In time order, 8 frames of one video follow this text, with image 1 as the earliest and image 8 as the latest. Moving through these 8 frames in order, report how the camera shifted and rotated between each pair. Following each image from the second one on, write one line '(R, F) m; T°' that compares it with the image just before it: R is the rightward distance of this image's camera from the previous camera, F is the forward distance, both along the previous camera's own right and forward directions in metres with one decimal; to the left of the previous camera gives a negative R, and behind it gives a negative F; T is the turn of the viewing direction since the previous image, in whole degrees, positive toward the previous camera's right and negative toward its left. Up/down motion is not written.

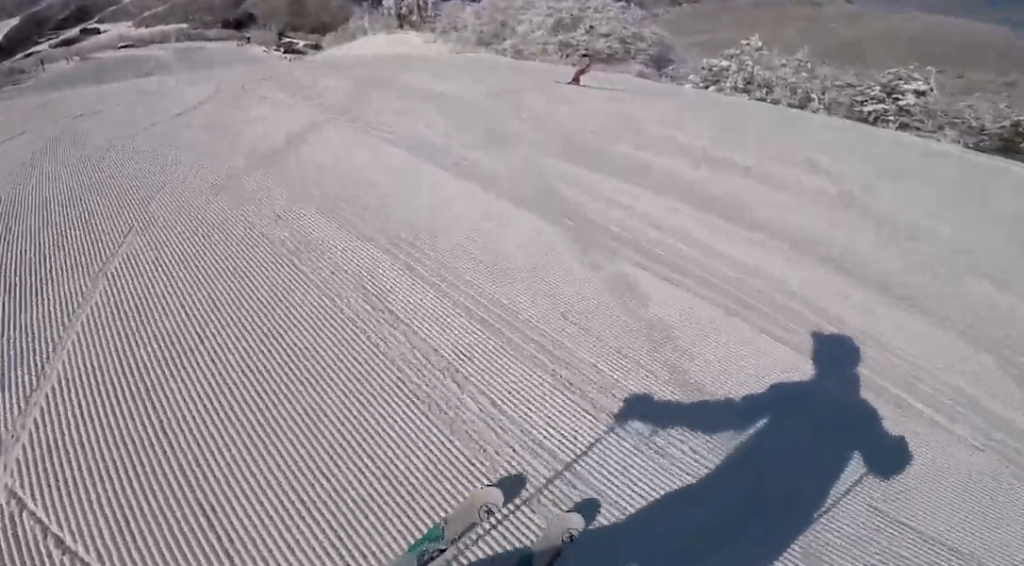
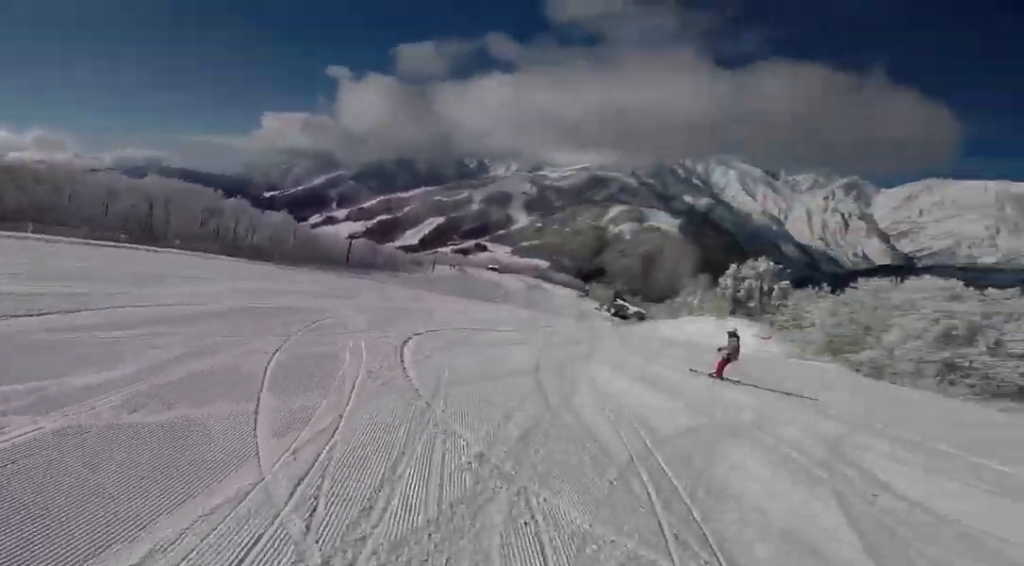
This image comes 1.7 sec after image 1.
(-2.0, +4.3) m; -57°
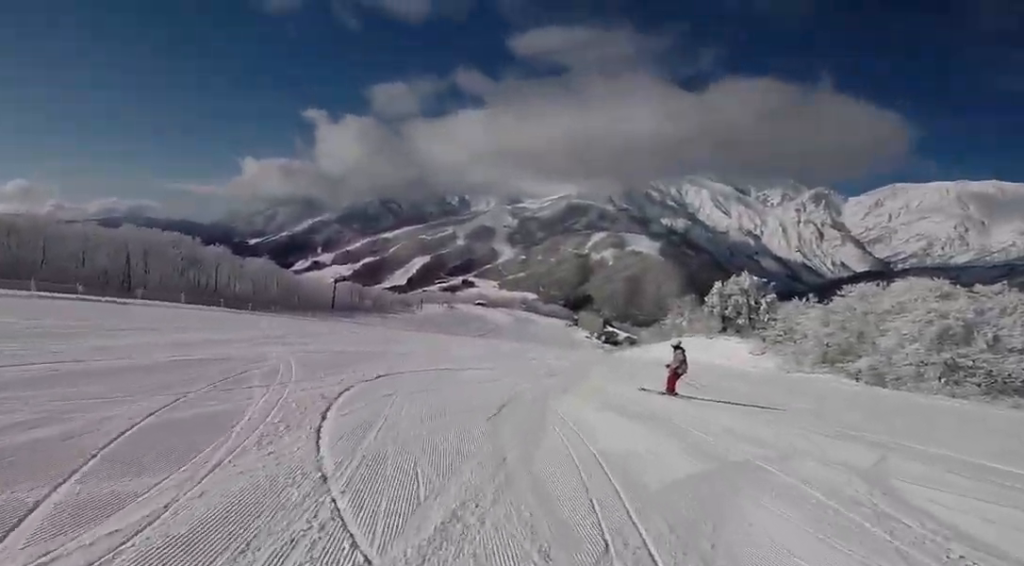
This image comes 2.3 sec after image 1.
(-0.4, +1.6) m; -11°
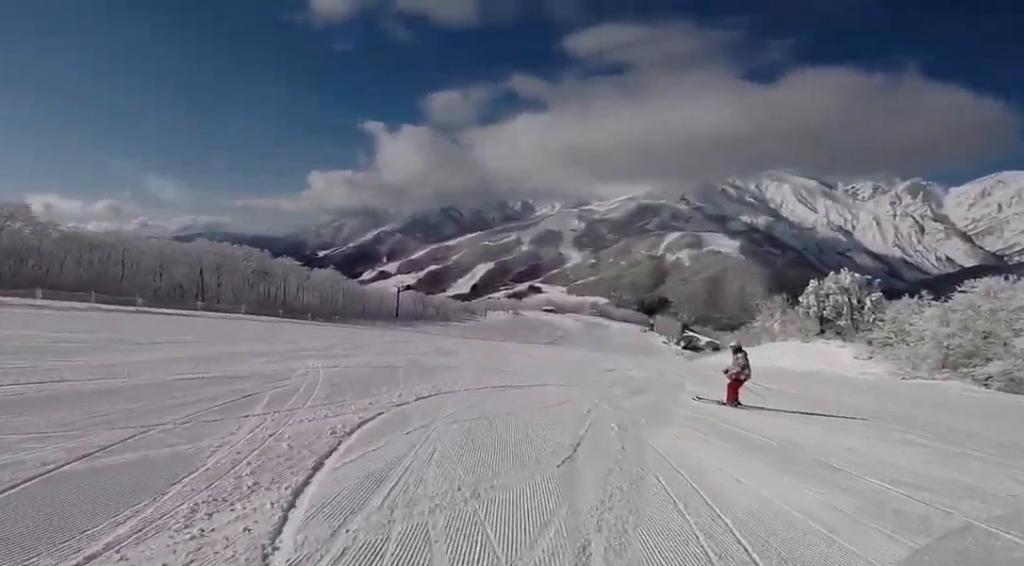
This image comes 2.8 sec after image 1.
(-0.2, +1.7) m; -11°
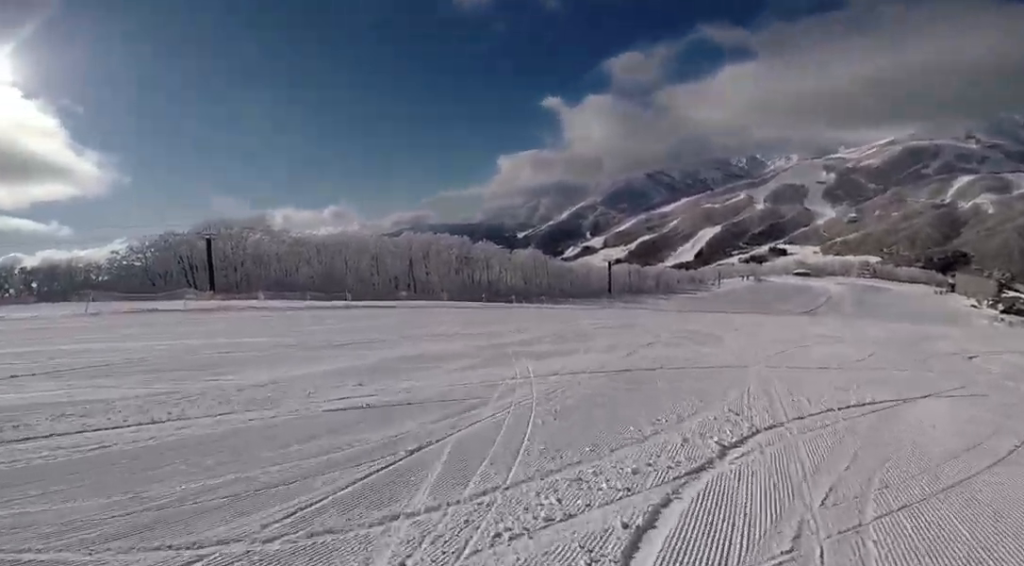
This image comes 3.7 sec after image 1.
(0.0, +3.0) m; -18°
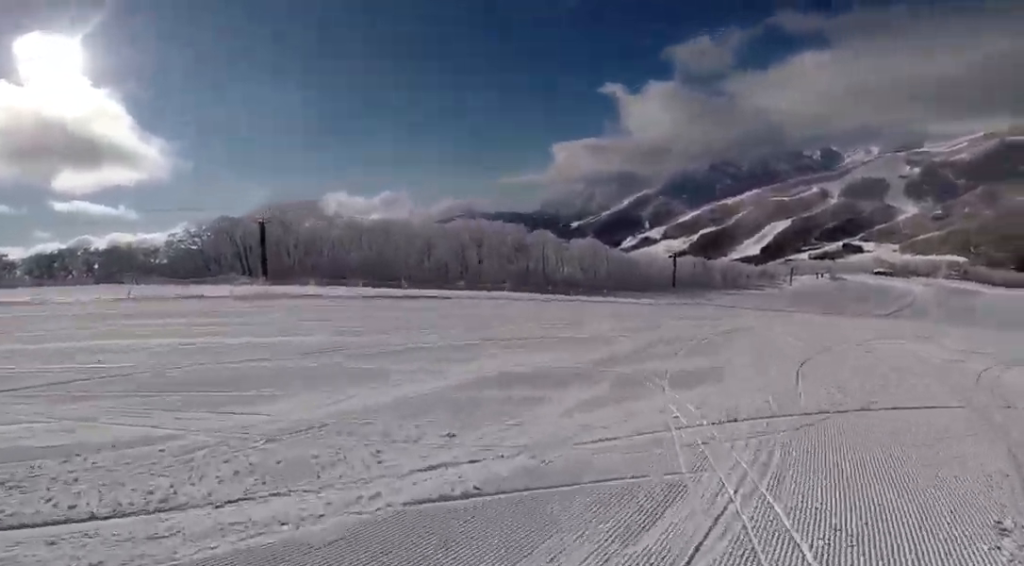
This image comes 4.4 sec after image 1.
(-0.8, +2.7) m; +2°
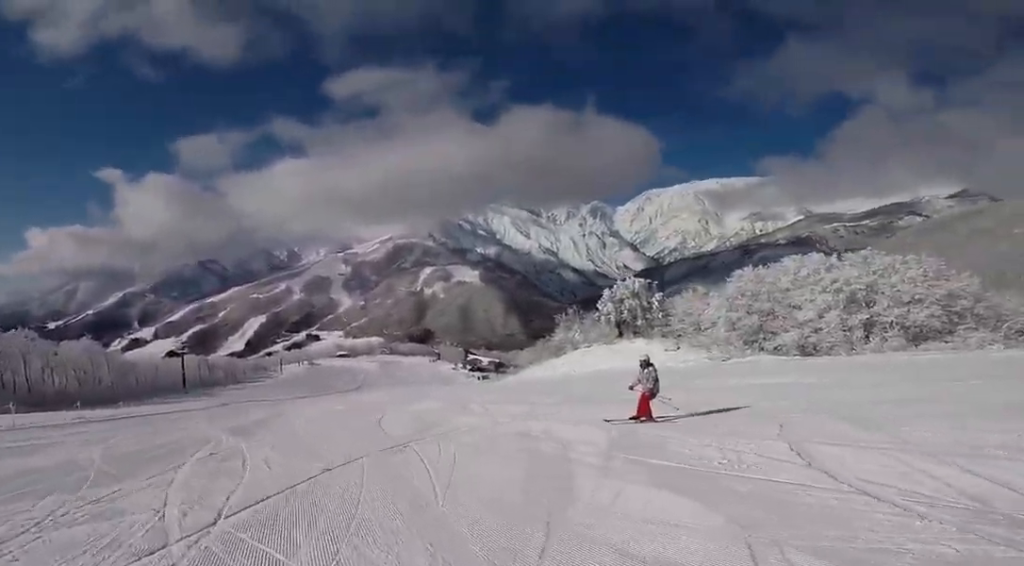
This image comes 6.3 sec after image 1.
(+2.4, +8.6) m; +28°
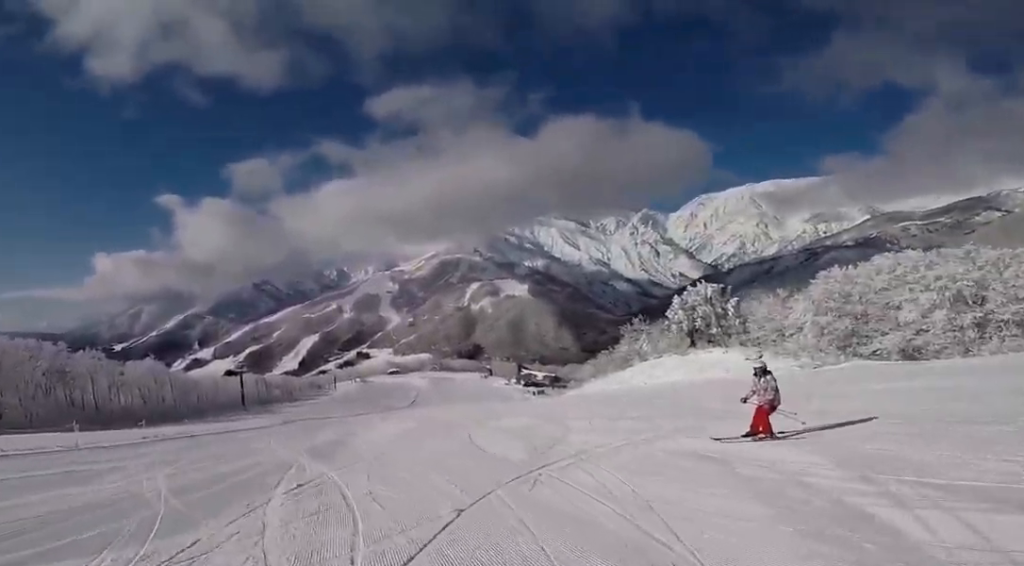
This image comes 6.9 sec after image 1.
(+0.1, +2.9) m; +10°
